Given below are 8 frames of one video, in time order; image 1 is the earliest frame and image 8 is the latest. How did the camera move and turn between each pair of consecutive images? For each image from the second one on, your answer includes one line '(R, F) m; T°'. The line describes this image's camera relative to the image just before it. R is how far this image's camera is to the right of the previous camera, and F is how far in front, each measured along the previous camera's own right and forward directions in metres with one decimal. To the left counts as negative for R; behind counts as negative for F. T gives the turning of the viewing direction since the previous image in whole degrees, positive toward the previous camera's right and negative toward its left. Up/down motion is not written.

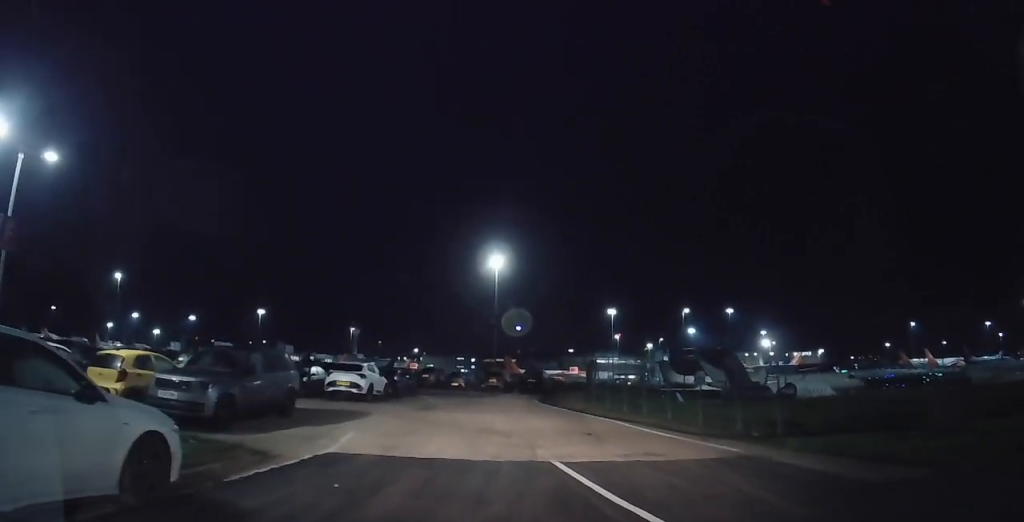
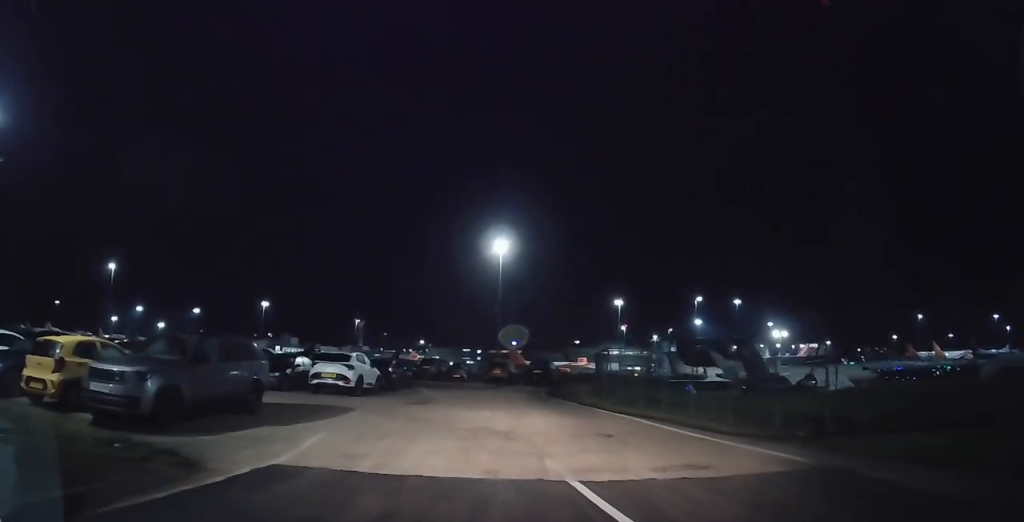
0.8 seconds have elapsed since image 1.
(-0.2, +2.4) m; -1°
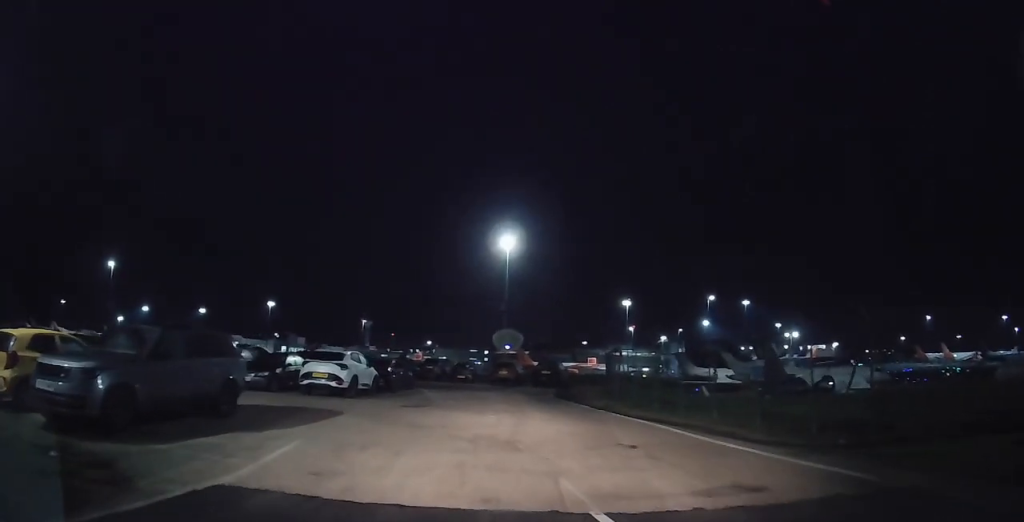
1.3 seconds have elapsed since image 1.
(-0.1, +1.6) m; +1°
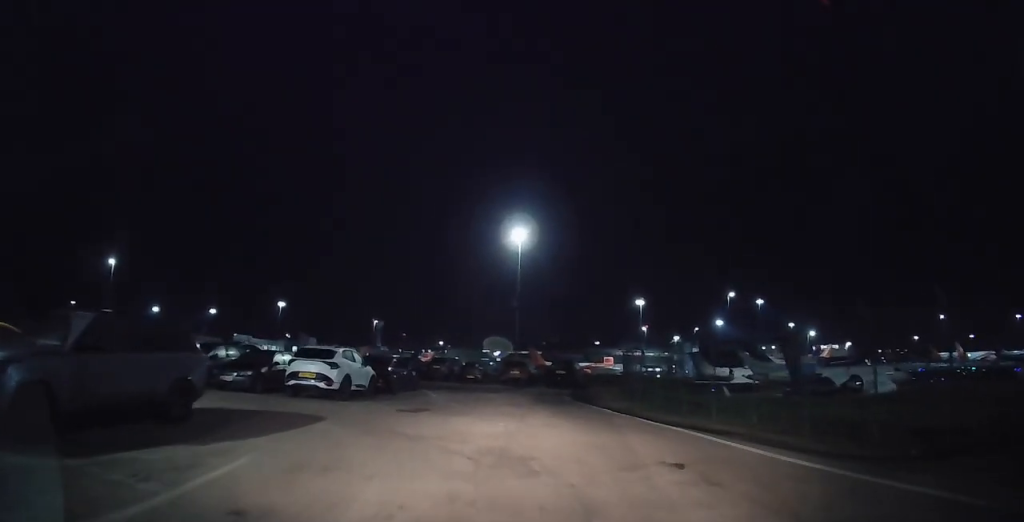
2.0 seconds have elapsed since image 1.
(+0.3, +2.1) m; +4°
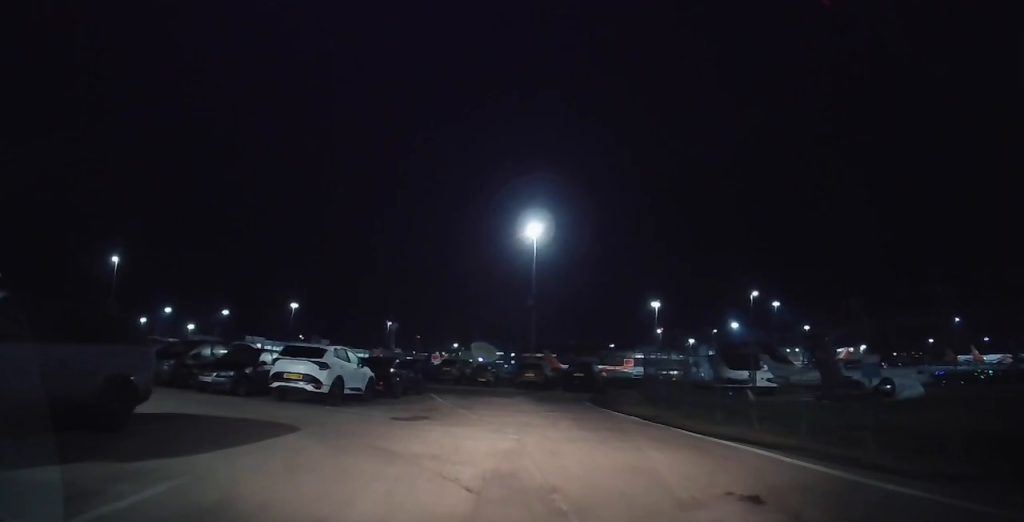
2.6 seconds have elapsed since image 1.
(0.0, +1.9) m; -1°
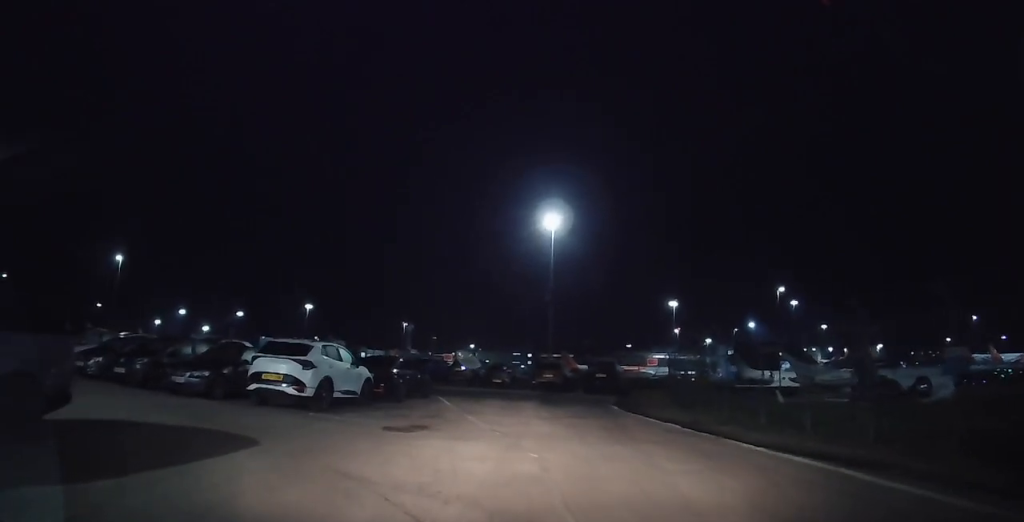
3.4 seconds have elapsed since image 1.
(-0.1, +2.0) m; -5°
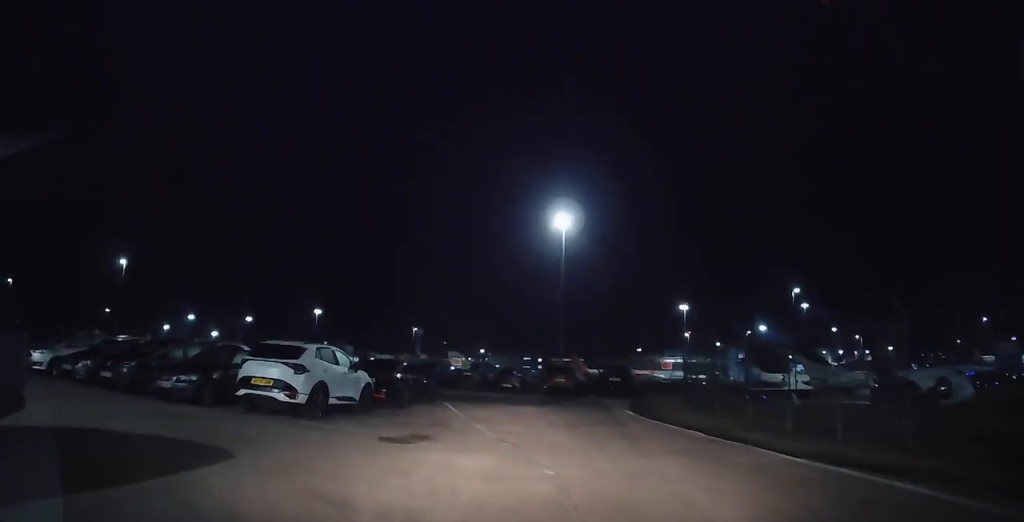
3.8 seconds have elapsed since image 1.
(0.0, +0.9) m; -6°
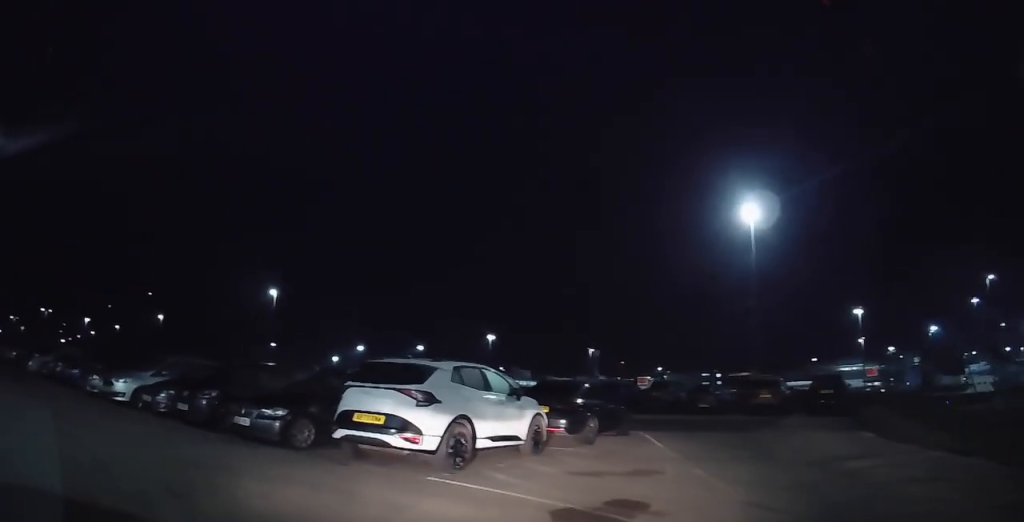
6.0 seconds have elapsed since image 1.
(-1.1, +4.0) m; -35°
